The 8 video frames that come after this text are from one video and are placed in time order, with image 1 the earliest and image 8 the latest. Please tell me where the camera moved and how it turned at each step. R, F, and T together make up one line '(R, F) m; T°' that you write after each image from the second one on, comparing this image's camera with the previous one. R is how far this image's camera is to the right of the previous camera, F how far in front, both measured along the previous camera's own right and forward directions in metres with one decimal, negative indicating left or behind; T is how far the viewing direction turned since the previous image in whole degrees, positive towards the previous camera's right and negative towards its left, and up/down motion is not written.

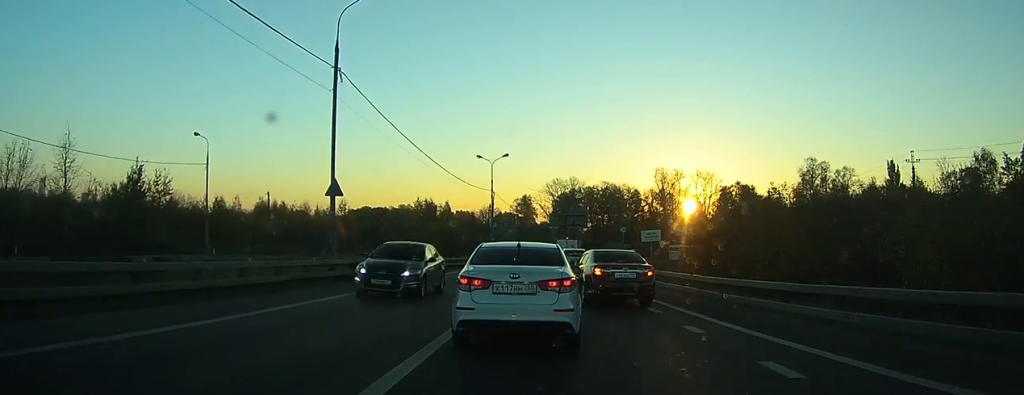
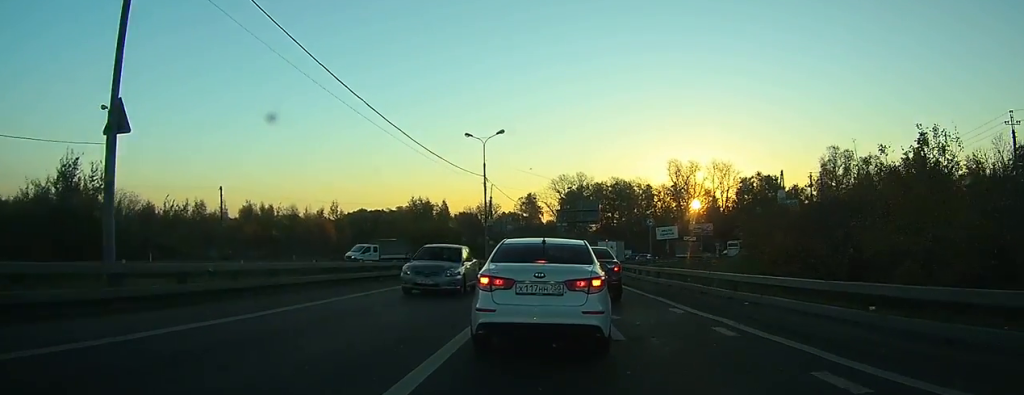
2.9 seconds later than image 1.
(+0.2, +11.6) m; +2°
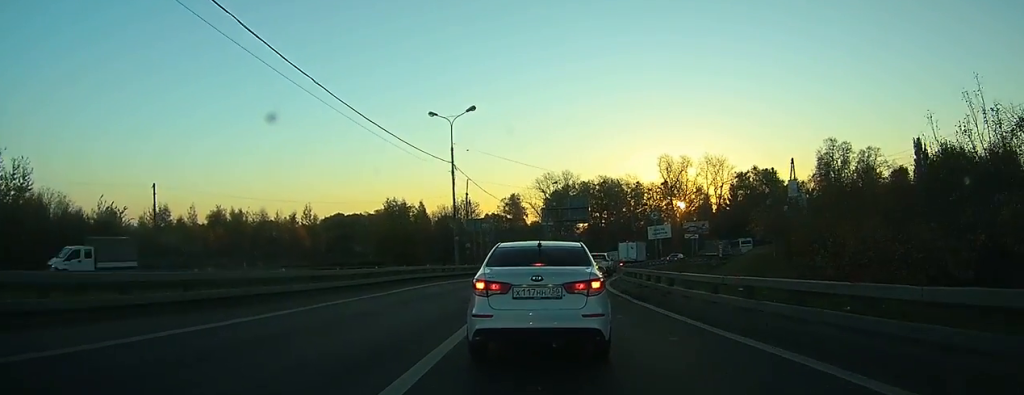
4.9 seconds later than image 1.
(+0.1, +8.2) m; +1°
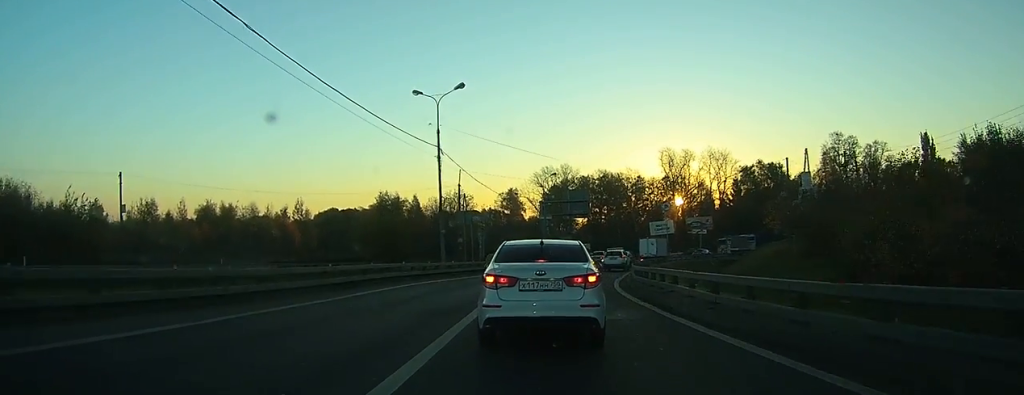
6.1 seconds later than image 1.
(0.0, +5.1) m; 0°
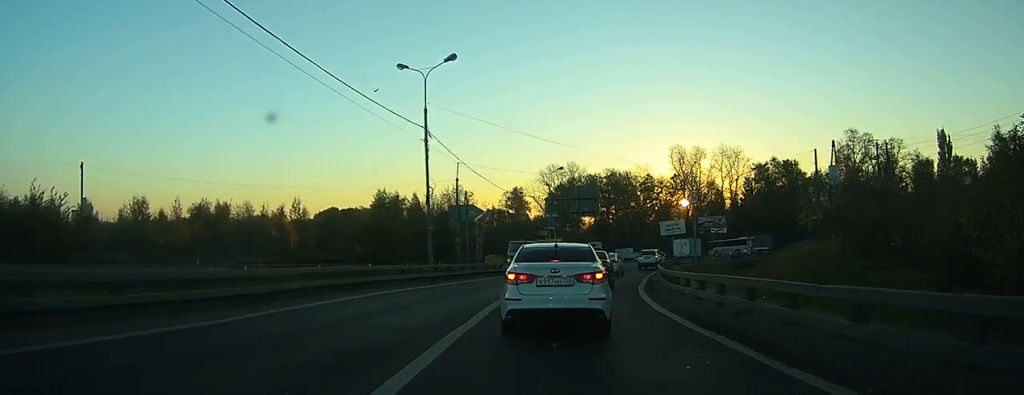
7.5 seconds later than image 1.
(0.0, +6.5) m; 0°
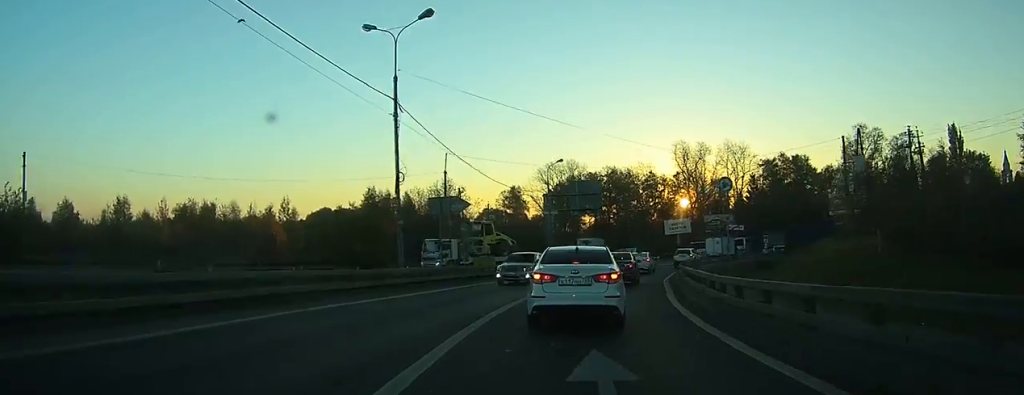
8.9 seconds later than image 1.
(0.0, +6.8) m; 0°
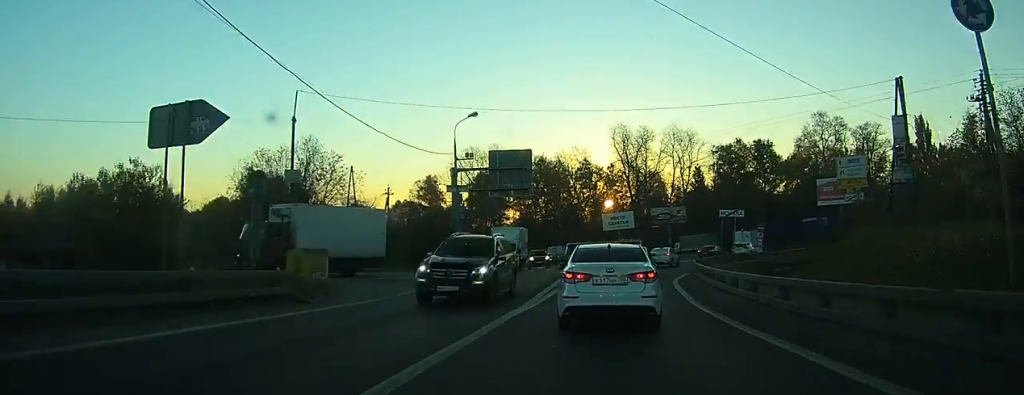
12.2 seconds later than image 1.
(+0.4, +16.6) m; +4°
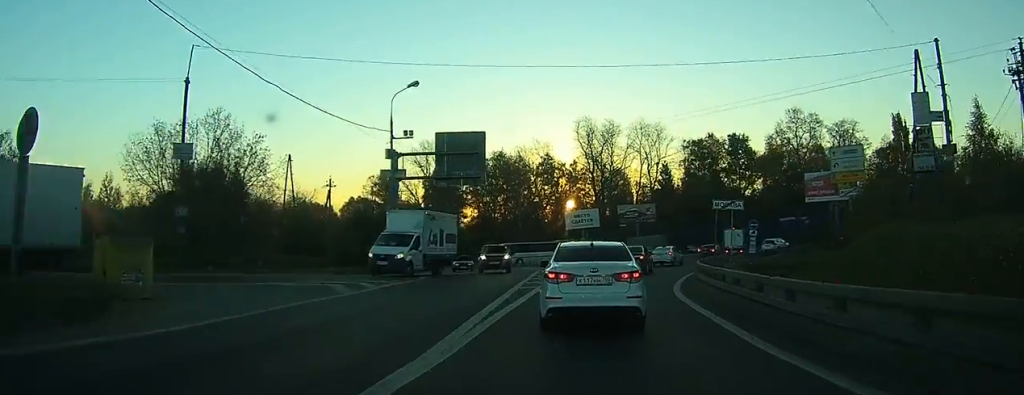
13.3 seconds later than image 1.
(+0.1, +6.4) m; +2°
